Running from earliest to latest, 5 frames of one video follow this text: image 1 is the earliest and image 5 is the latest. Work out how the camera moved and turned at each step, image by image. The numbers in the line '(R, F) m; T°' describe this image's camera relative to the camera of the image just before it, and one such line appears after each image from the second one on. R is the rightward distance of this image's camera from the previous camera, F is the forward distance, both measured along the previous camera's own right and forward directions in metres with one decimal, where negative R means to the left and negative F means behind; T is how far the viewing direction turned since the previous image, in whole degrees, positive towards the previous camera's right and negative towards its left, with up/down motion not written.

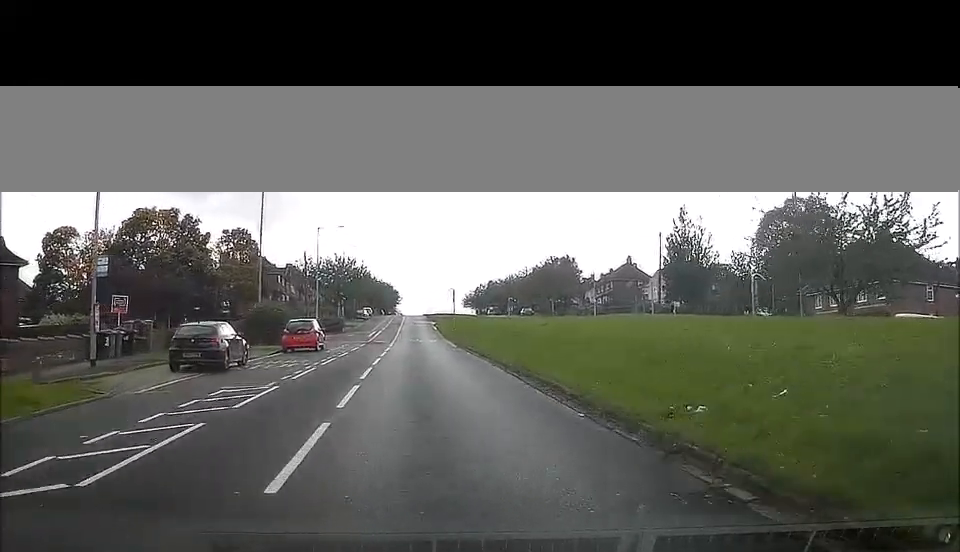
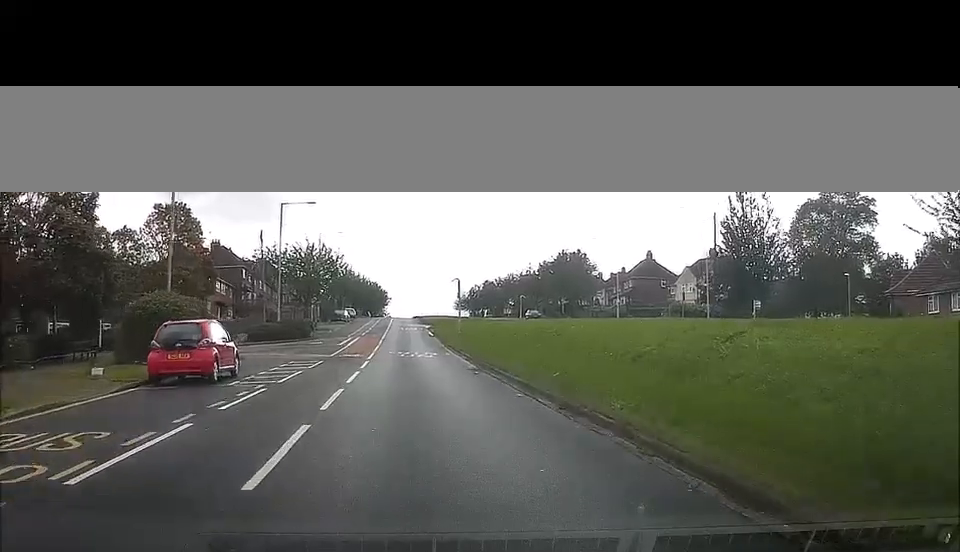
(-0.2, +17.8) m; 0°
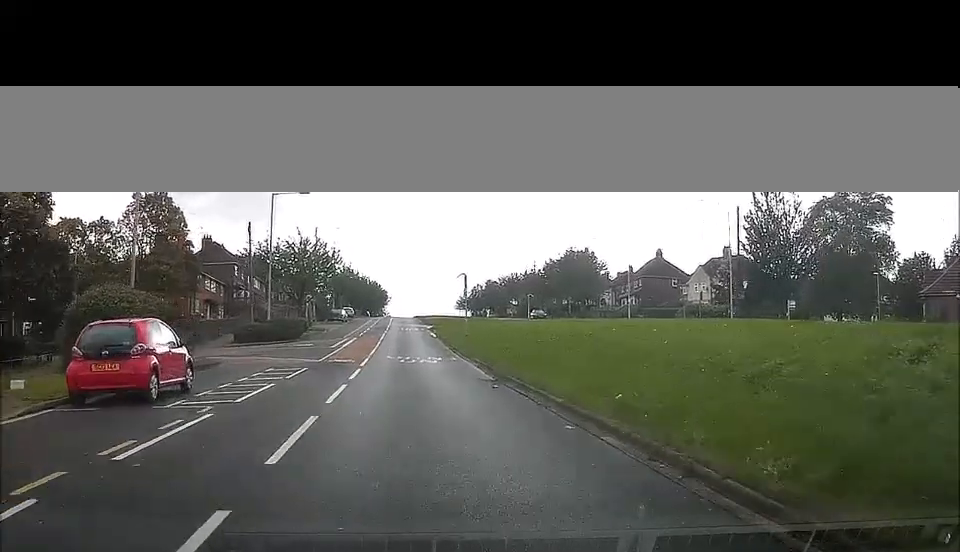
(+0.1, +4.7) m; 0°
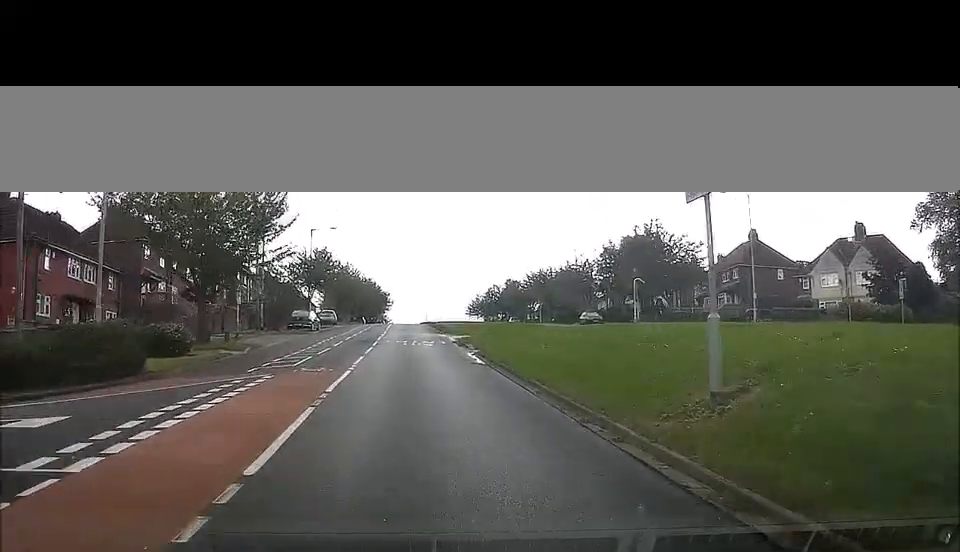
(-0.4, +32.7) m; 0°
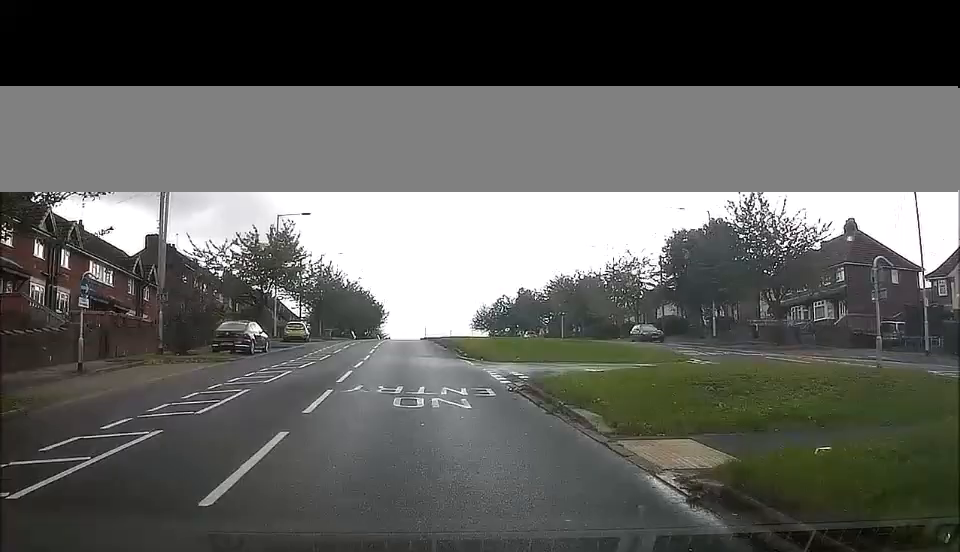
(0.0, +21.5) m; 0°
